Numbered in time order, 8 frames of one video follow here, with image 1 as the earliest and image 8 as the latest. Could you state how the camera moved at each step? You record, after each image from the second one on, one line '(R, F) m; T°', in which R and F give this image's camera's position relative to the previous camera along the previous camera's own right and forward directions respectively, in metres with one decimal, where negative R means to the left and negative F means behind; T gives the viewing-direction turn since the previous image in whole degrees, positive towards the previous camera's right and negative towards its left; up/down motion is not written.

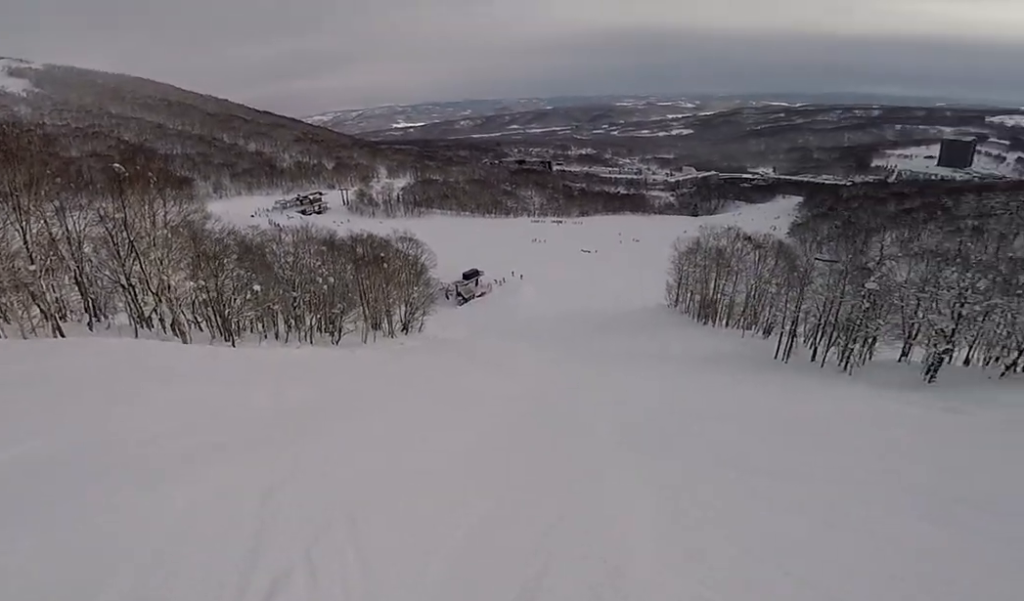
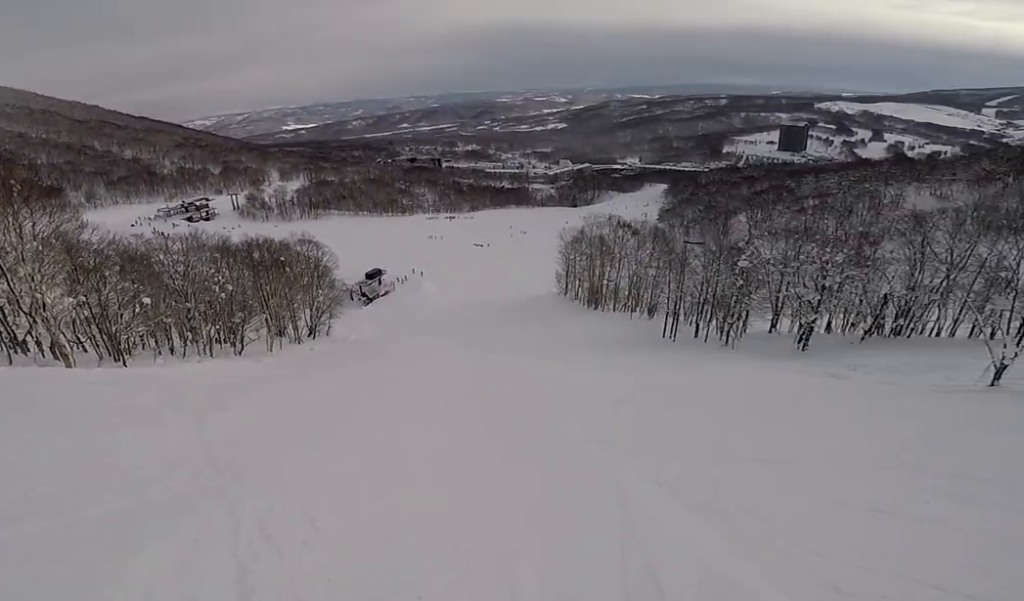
(+0.1, +1.8) m; +12°
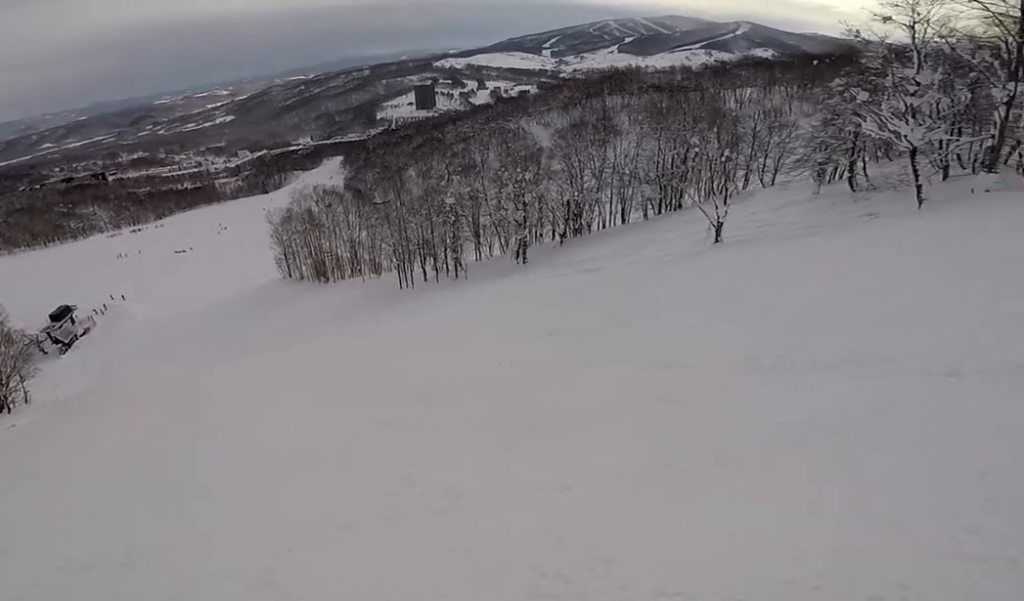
(+1.7, +5.1) m; +41°
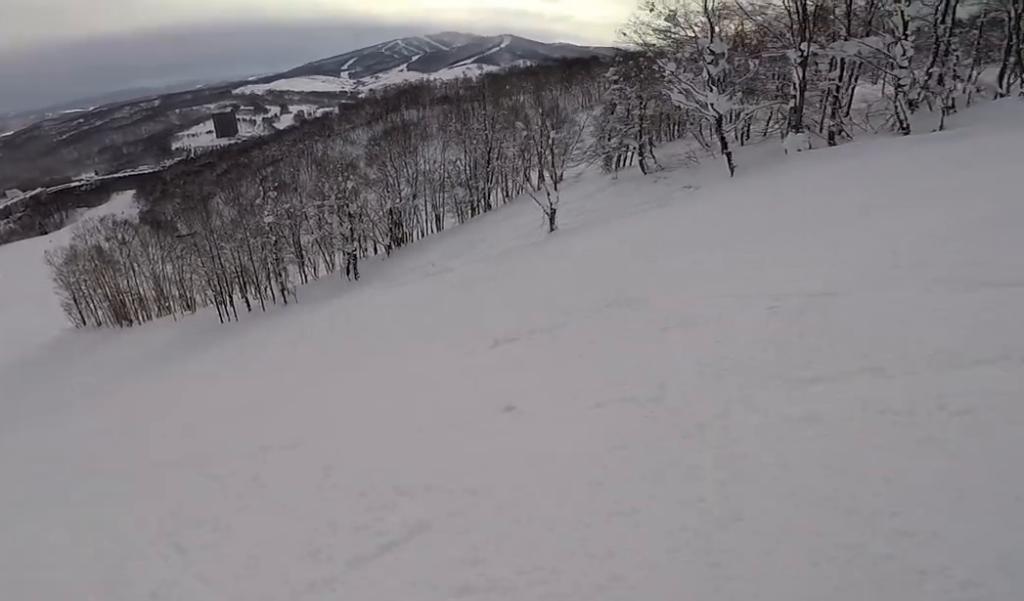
(+0.7, +3.4) m; +12°
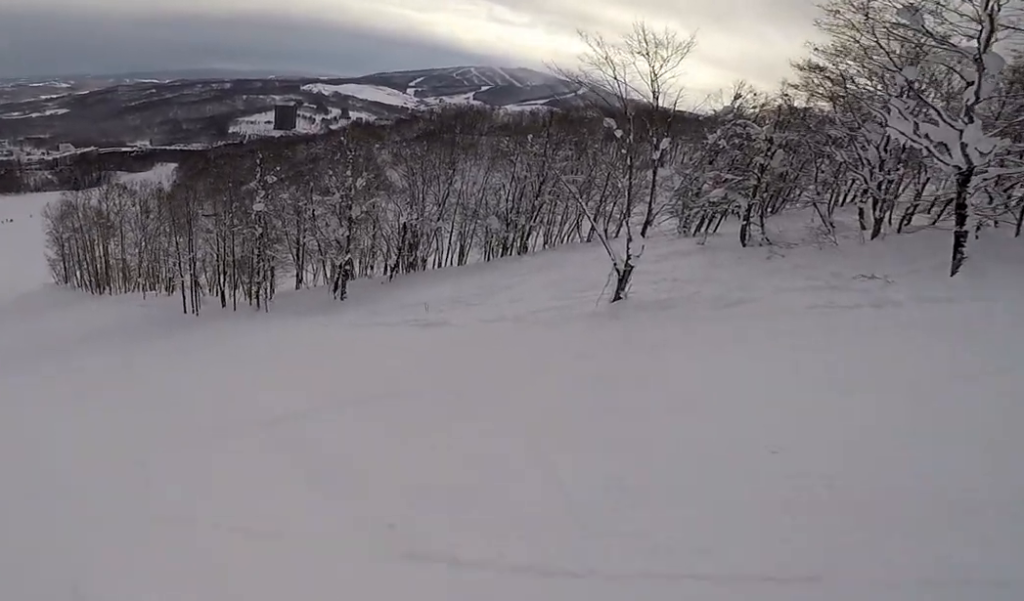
(-2.0, +10.5) m; -34°
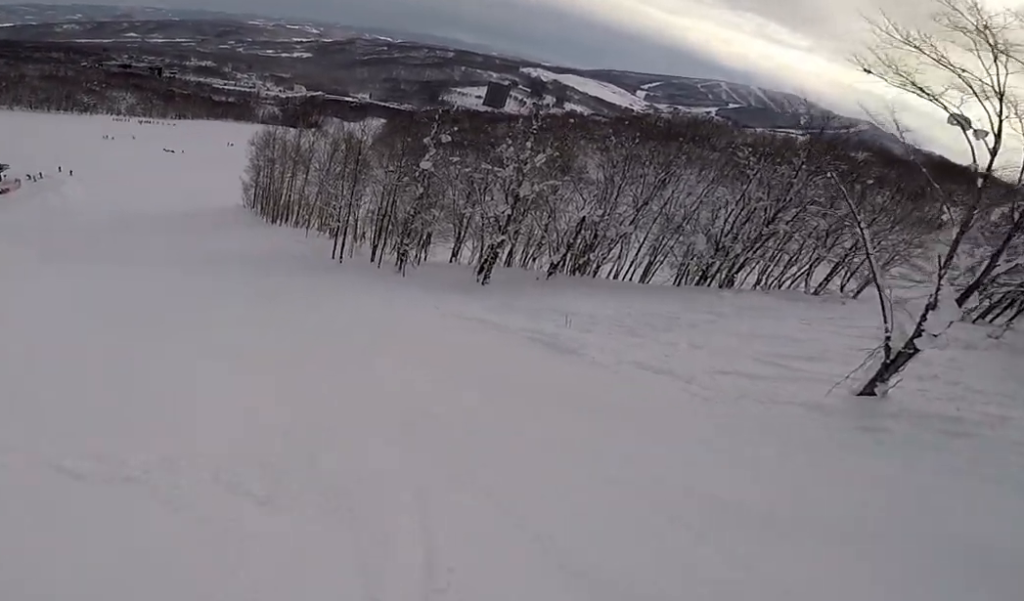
(-0.8, +5.0) m; -23°
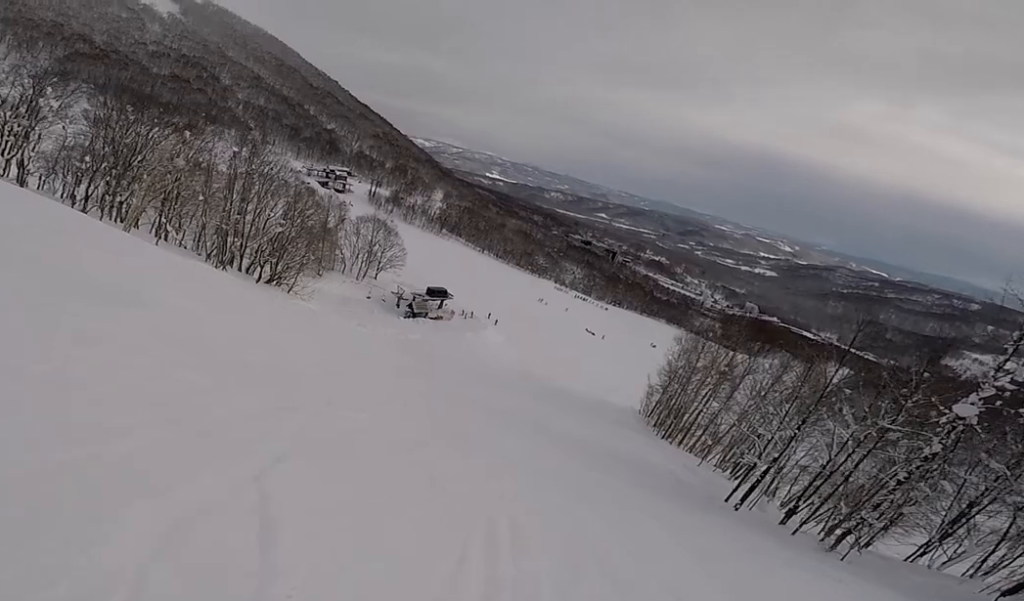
(-2.1, +5.8) m; -35°
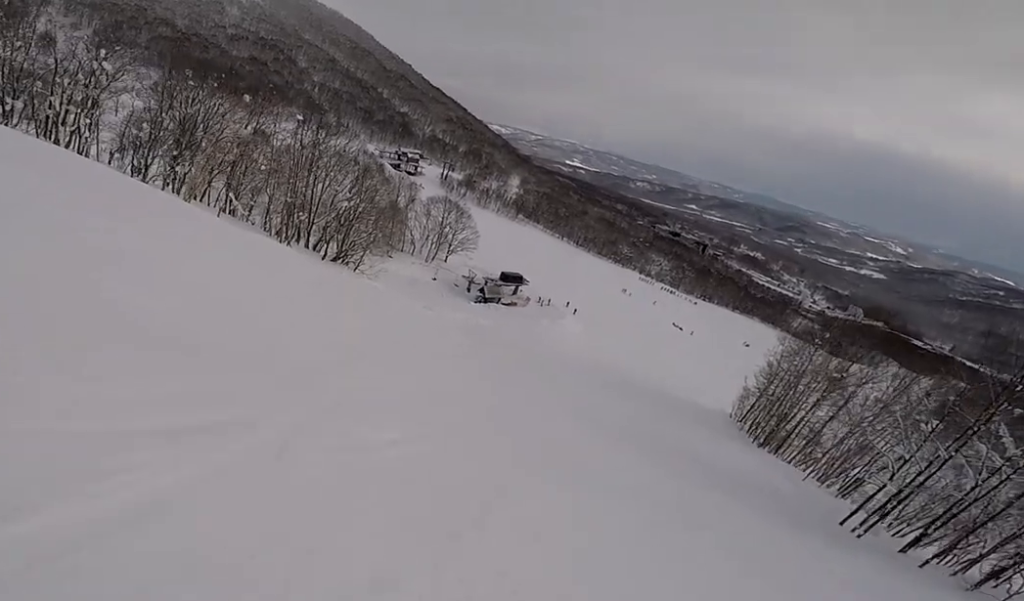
(-0.1, +2.2) m; -11°
